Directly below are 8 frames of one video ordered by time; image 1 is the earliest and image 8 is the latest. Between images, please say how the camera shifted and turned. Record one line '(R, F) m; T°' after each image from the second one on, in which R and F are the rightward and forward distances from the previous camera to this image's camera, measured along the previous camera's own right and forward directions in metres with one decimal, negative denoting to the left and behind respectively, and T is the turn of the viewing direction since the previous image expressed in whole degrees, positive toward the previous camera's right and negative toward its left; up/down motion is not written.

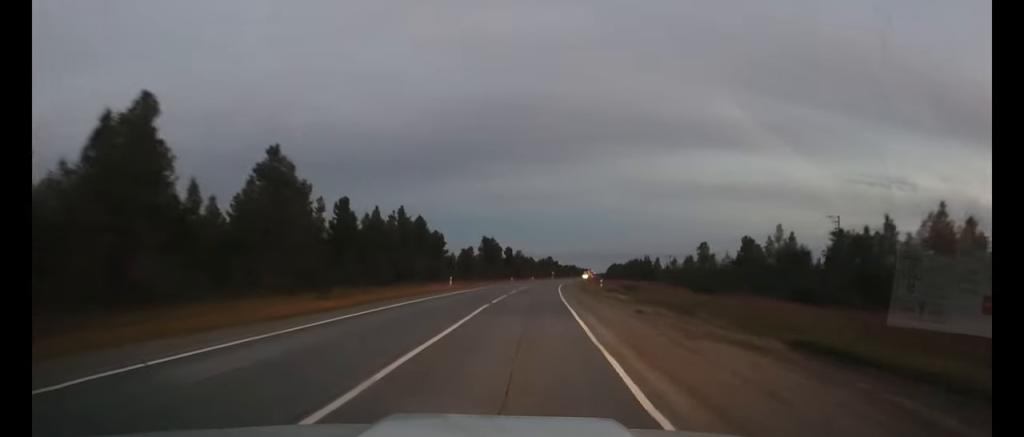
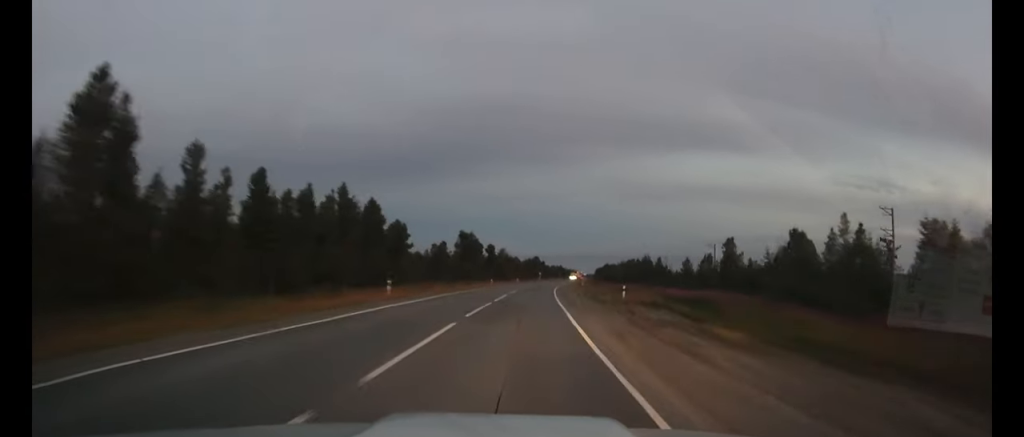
(+0.2, +19.8) m; +1°
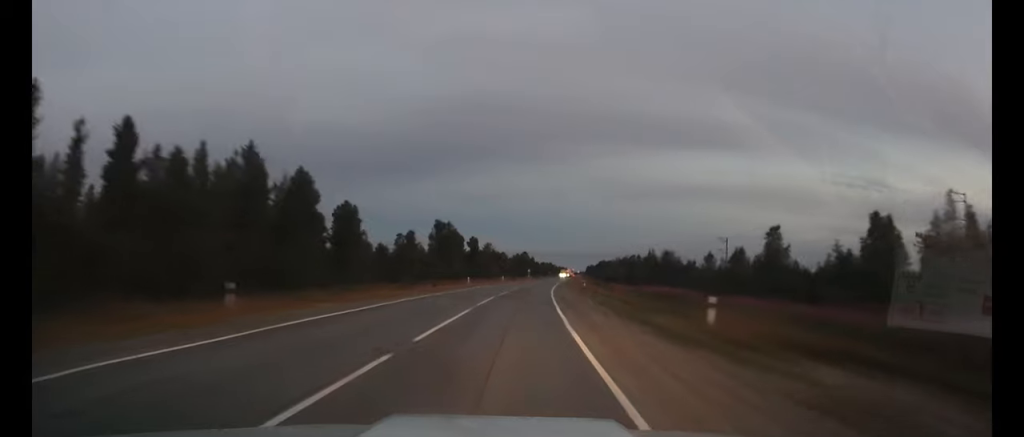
(+0.2, +18.4) m; +1°
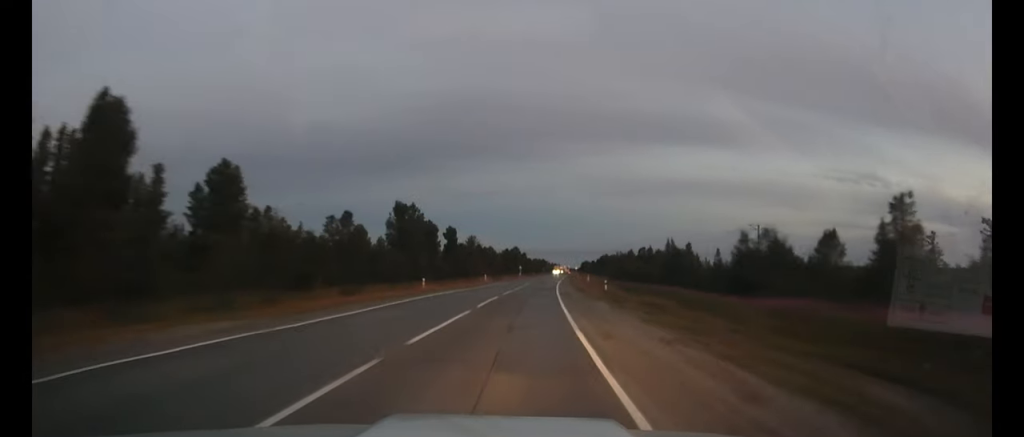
(+0.3, +24.9) m; +1°
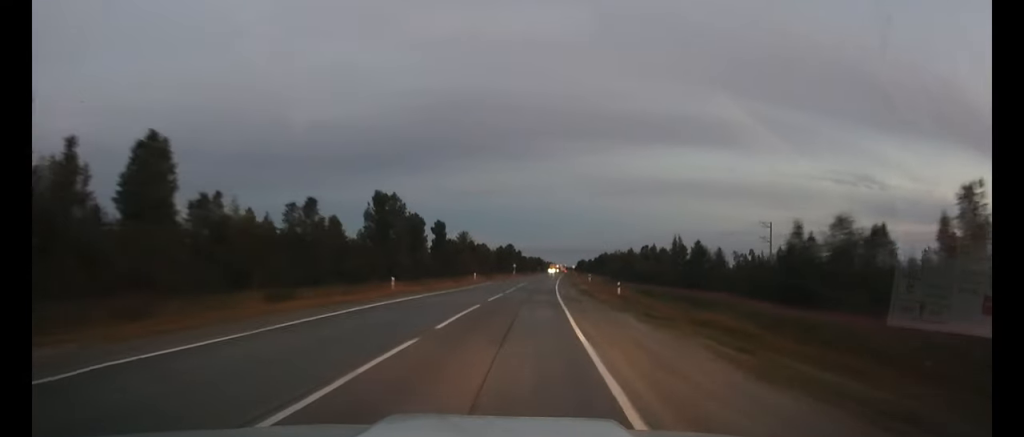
(+0.1, +8.6) m; 0°
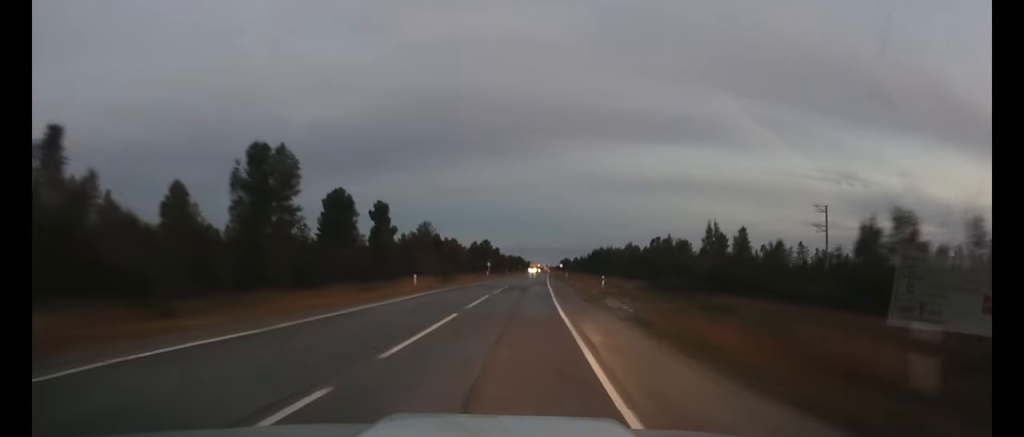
(+0.4, +29.4) m; +2°
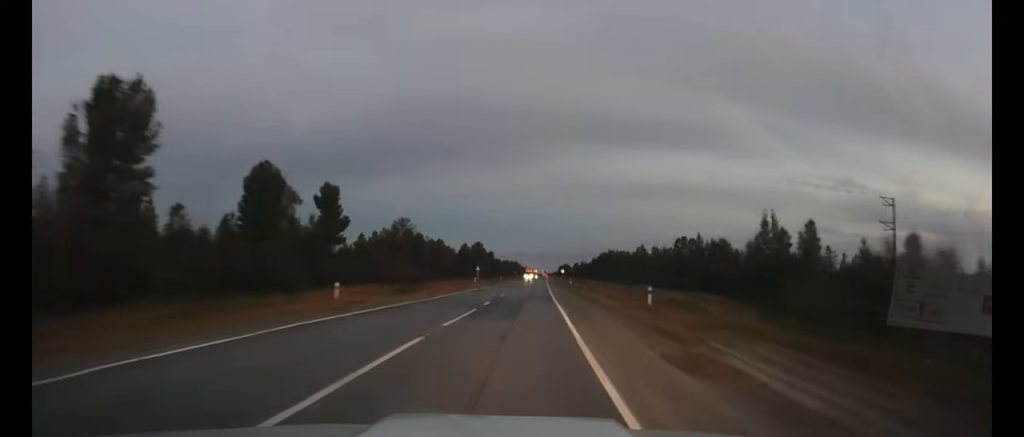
(+0.2, +18.7) m; +1°
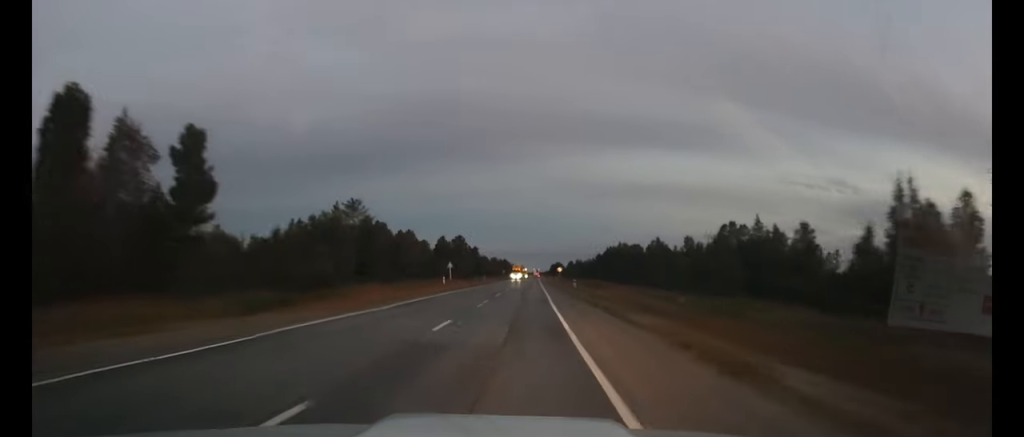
(+0.2, +23.3) m; +1°
